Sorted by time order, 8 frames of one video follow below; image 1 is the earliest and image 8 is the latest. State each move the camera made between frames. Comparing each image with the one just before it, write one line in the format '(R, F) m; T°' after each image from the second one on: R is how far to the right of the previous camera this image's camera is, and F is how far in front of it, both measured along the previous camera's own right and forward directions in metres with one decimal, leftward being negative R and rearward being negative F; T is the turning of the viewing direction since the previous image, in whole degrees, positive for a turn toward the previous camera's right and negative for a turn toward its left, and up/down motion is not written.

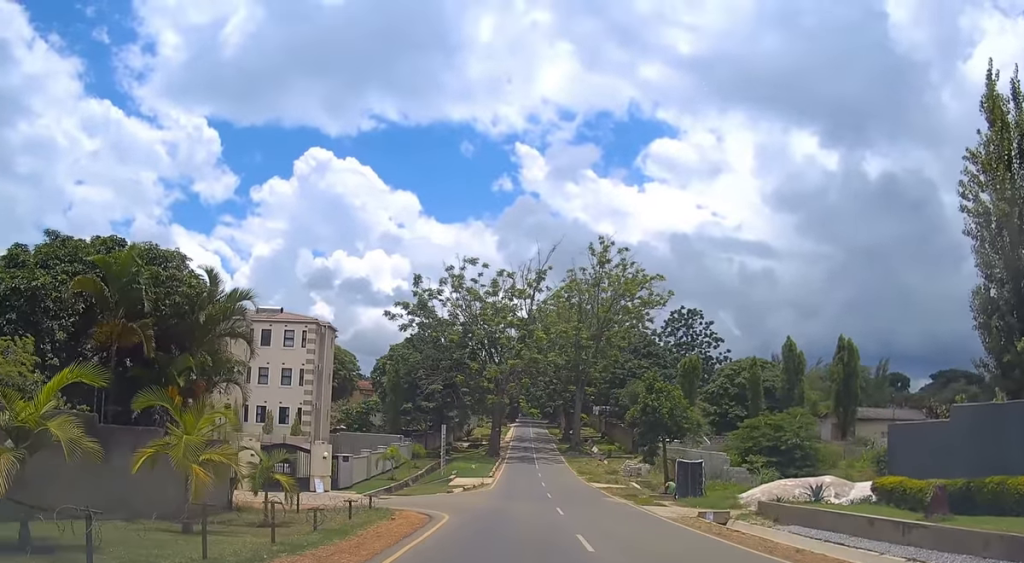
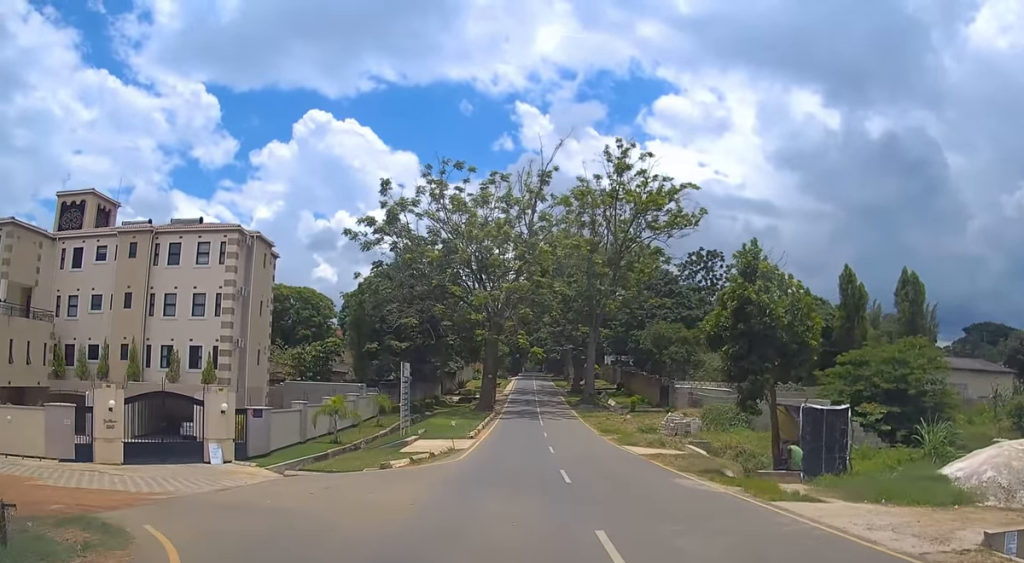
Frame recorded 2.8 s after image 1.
(0.0, +14.8) m; 0°
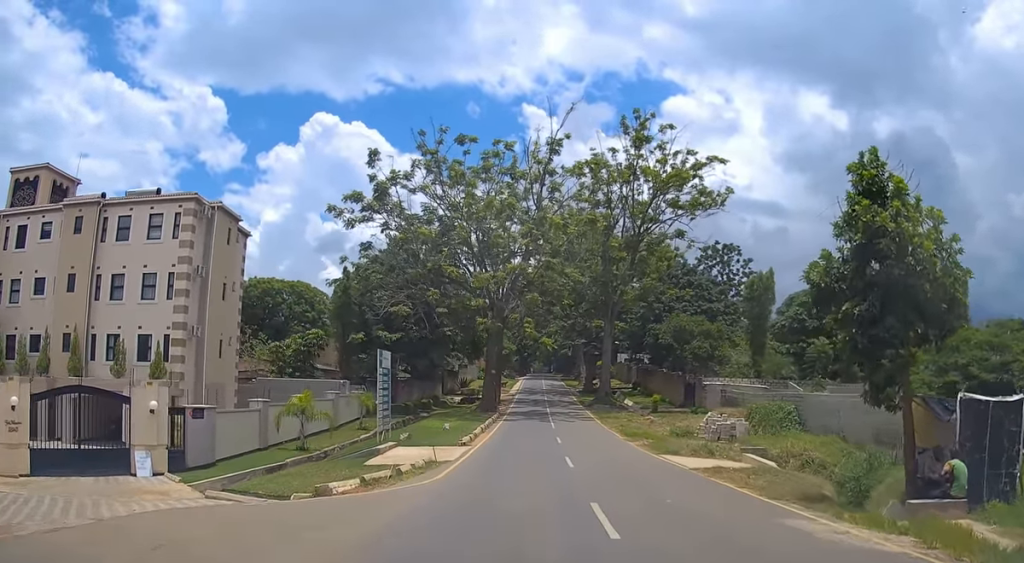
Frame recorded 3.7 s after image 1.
(0.0, +6.5) m; 0°
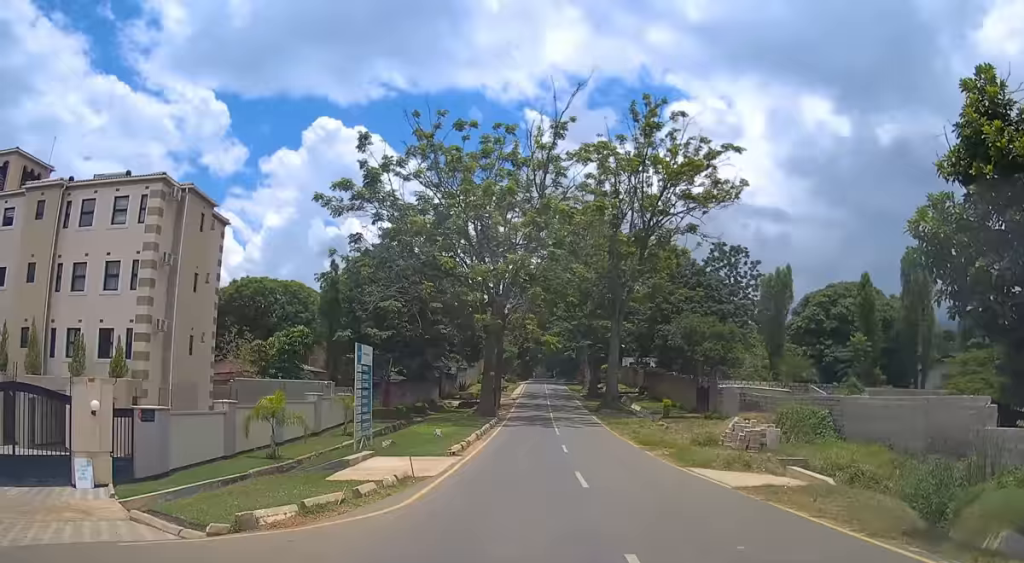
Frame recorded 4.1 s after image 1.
(0.0, +3.7) m; 0°
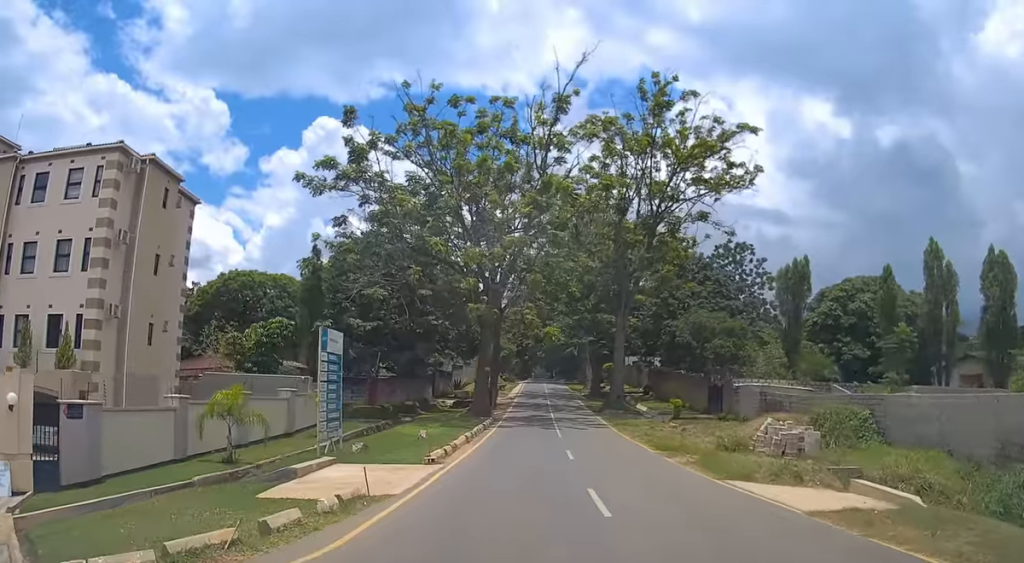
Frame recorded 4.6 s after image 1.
(0.0, +3.7) m; 0°
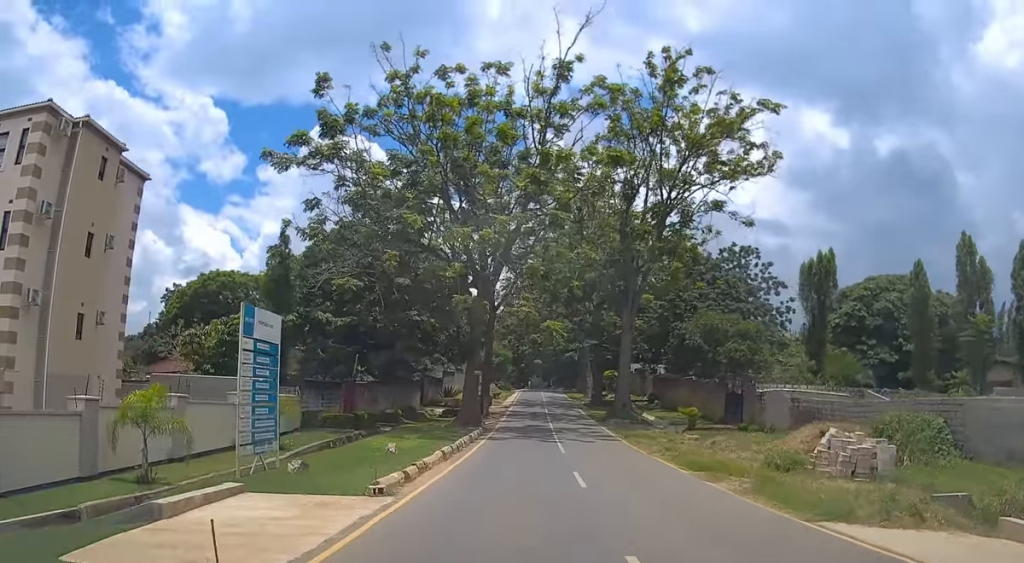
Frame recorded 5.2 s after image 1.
(0.0, +5.1) m; 0°
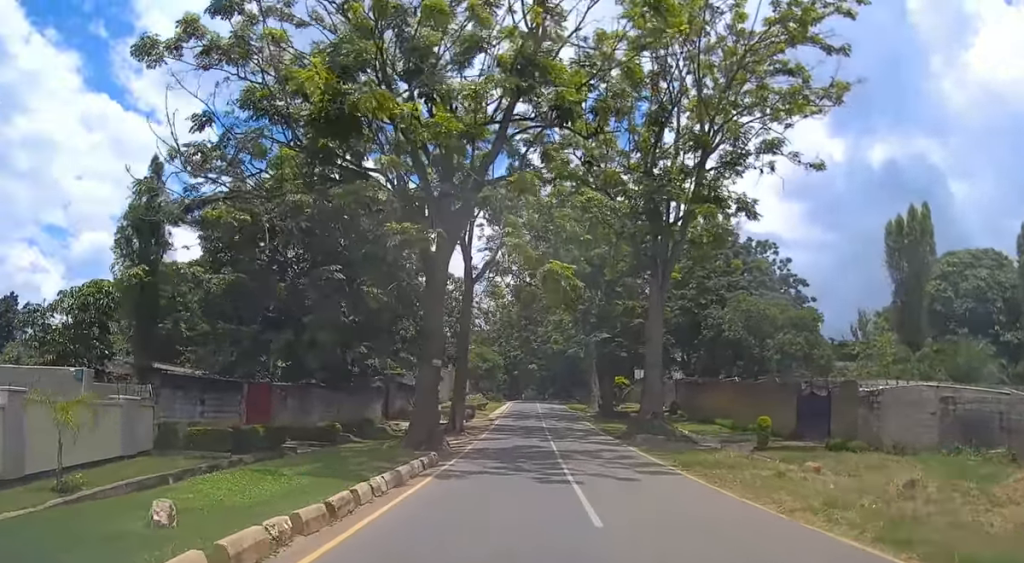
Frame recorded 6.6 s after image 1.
(0.0, +13.1) m; 0°
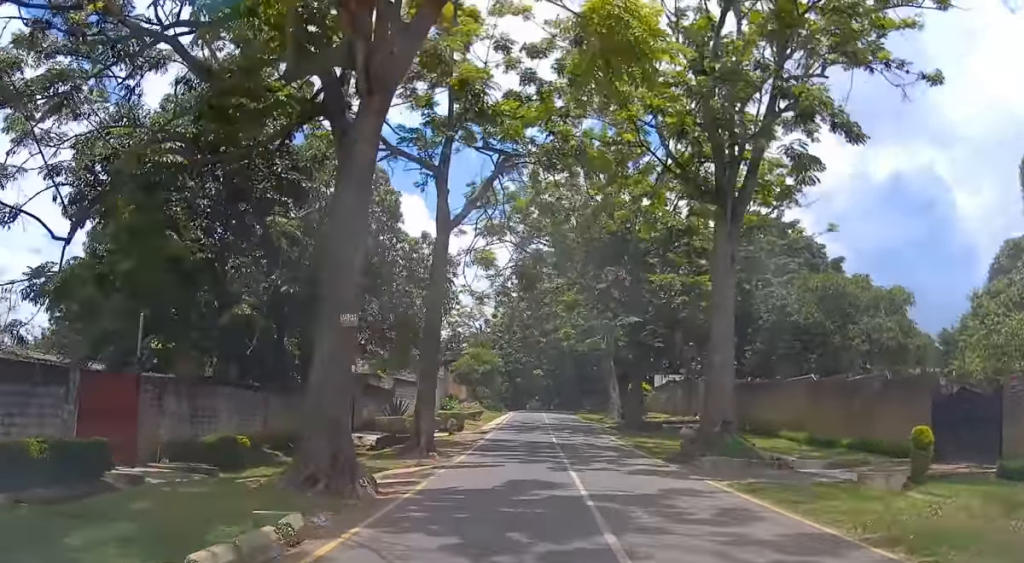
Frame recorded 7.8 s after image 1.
(0.0, +11.2) m; 0°
